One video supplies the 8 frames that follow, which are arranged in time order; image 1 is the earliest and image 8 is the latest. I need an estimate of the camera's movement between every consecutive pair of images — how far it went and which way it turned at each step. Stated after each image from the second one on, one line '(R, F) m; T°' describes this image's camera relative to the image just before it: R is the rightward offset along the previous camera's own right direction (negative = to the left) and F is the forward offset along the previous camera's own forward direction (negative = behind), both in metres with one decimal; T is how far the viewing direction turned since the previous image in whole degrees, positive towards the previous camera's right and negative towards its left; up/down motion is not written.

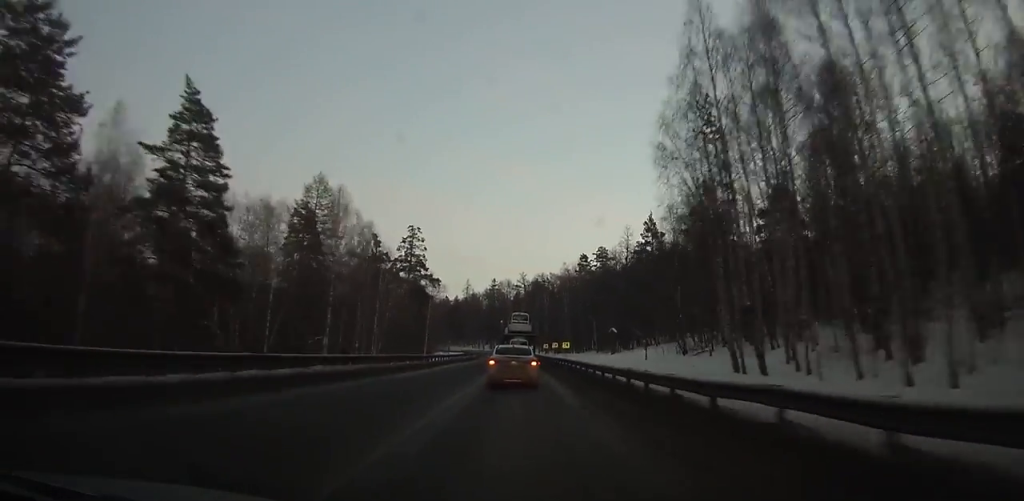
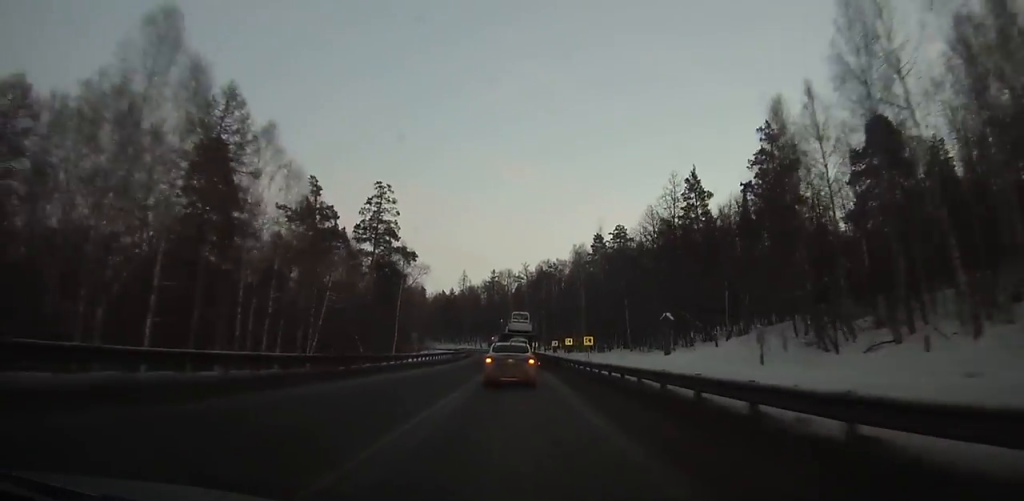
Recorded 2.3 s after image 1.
(0.0, +25.5) m; 0°
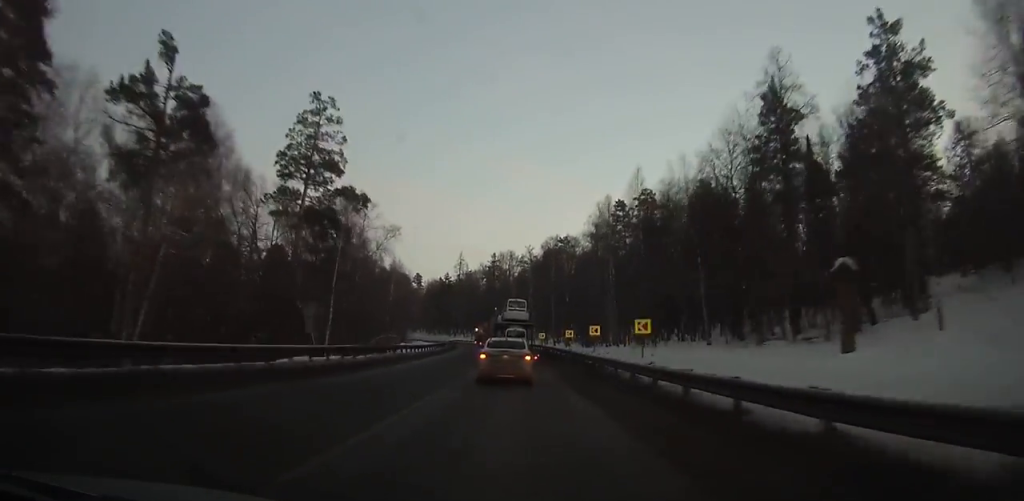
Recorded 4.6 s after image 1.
(-0.1, +24.8) m; -1°
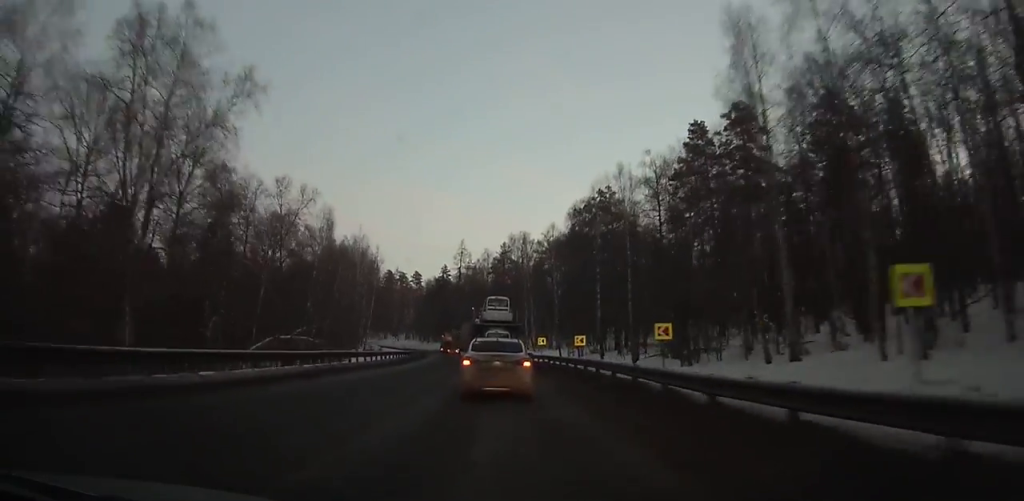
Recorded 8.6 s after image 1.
(-0.6, +40.3) m; -3°
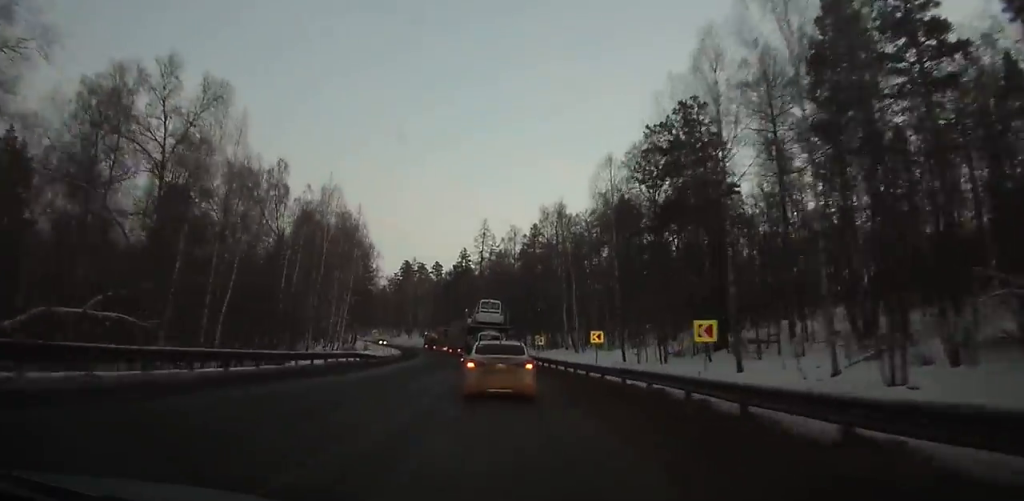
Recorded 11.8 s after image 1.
(-0.8, +29.9) m; -3°
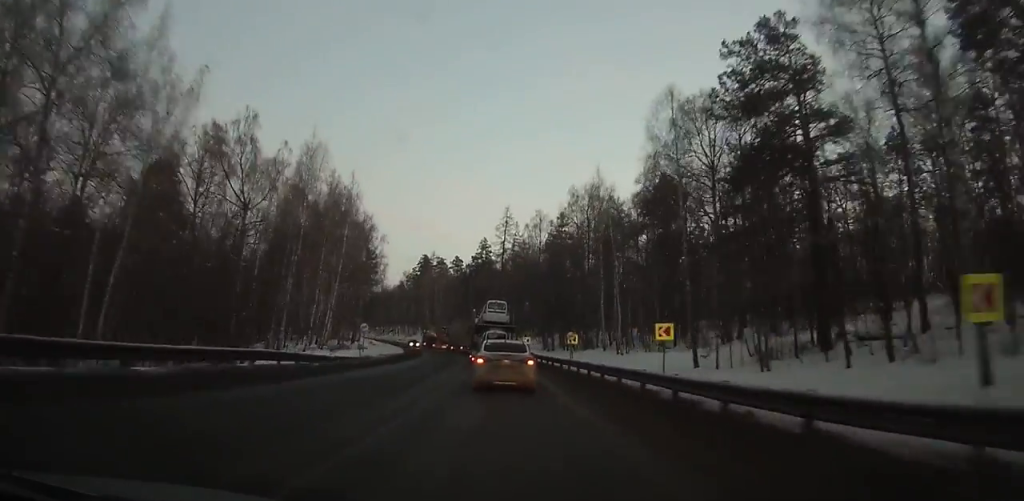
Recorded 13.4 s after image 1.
(-0.2, +14.7) m; -2°
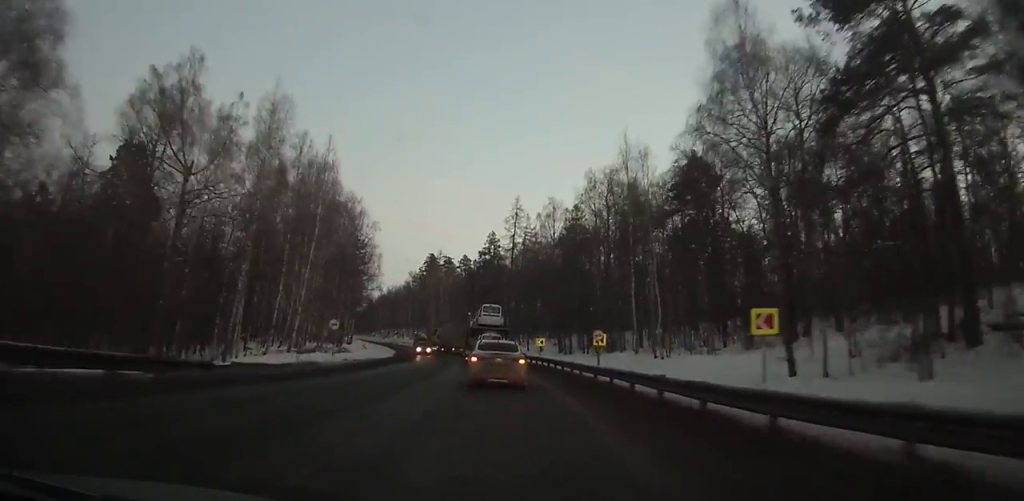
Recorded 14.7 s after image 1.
(-0.1, +11.9) m; -1°
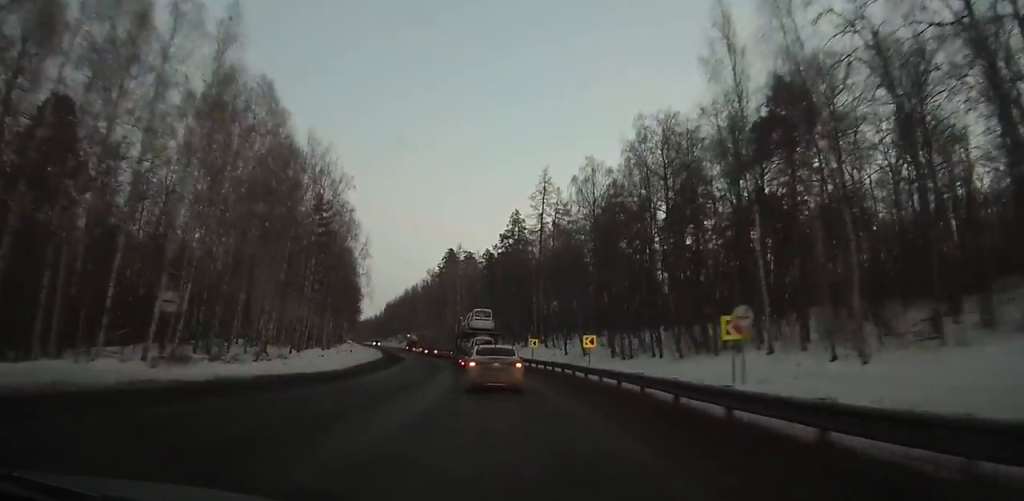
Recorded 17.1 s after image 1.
(-0.6, +22.1) m; -4°
